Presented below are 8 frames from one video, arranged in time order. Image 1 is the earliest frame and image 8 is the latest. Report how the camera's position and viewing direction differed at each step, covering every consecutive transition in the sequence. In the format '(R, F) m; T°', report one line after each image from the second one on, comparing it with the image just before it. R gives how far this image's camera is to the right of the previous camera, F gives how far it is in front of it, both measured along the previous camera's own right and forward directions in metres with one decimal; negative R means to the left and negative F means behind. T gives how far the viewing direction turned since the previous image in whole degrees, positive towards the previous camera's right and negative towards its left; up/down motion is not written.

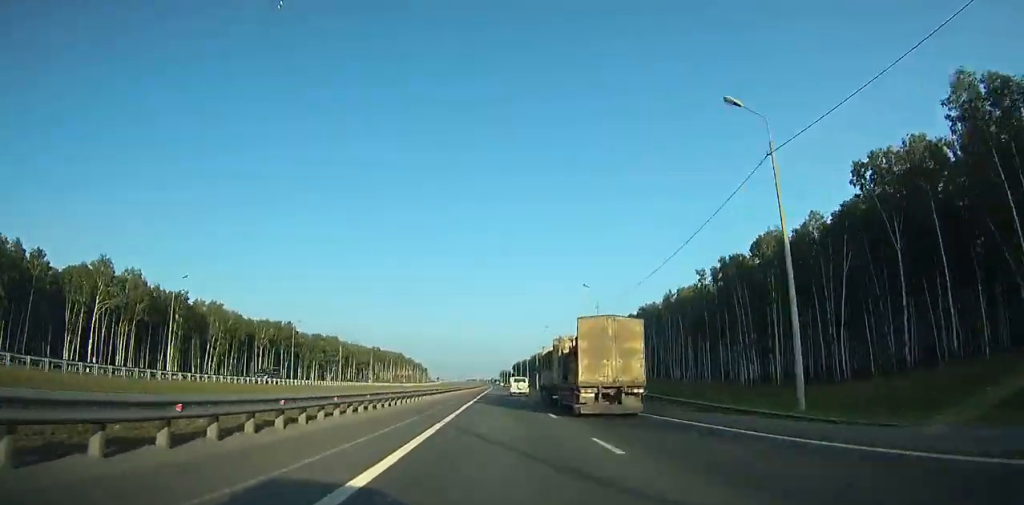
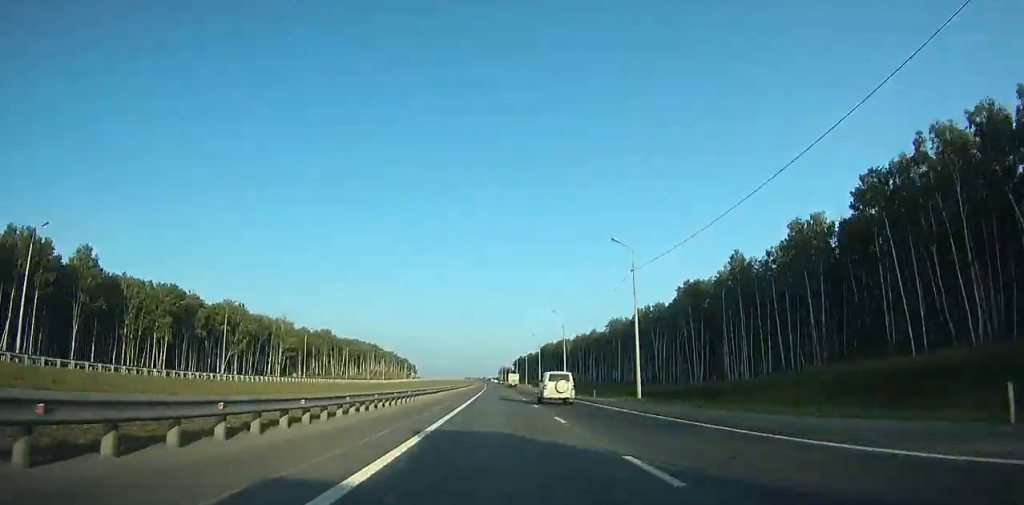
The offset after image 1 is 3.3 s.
(+0.2, +109.5) m; 0°
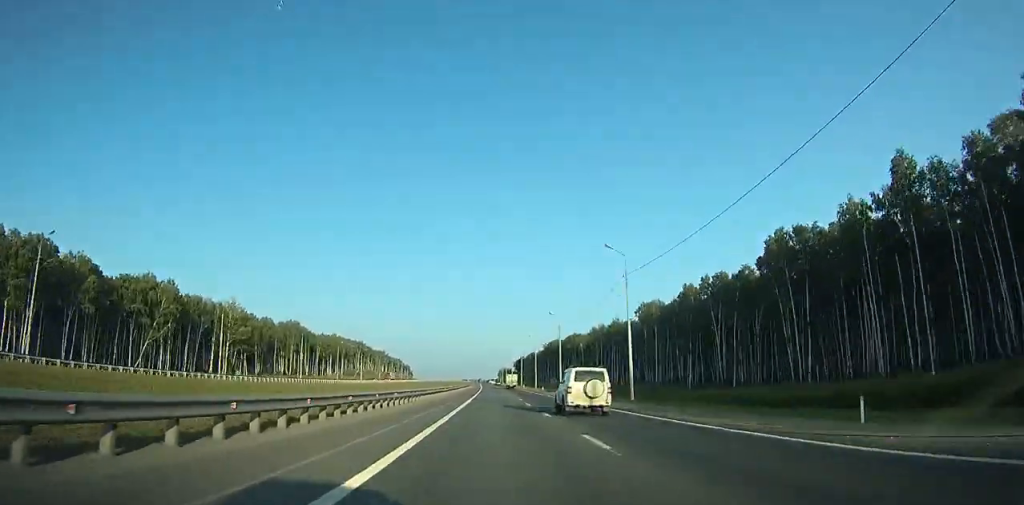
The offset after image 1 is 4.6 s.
(0.0, +45.3) m; 0°
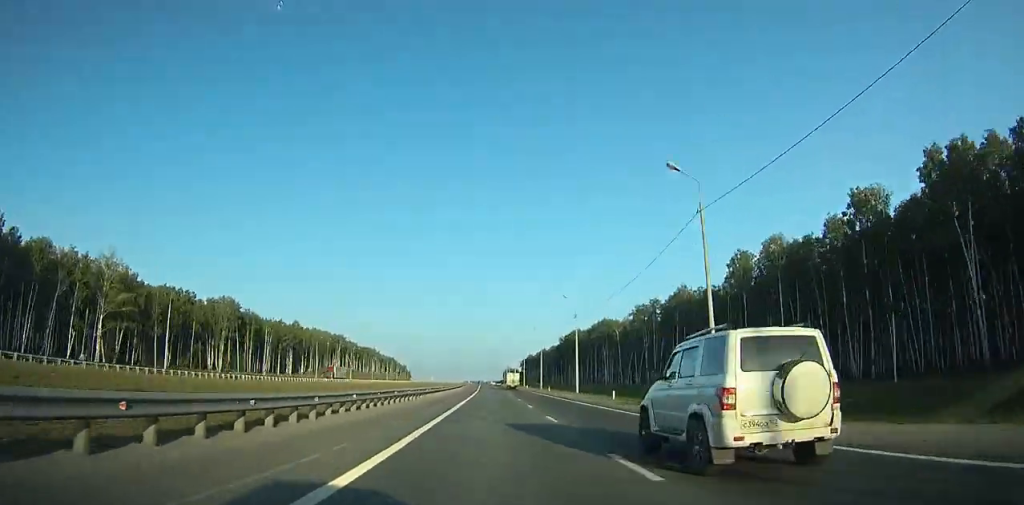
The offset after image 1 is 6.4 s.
(+0.1, +62.5) m; 0°
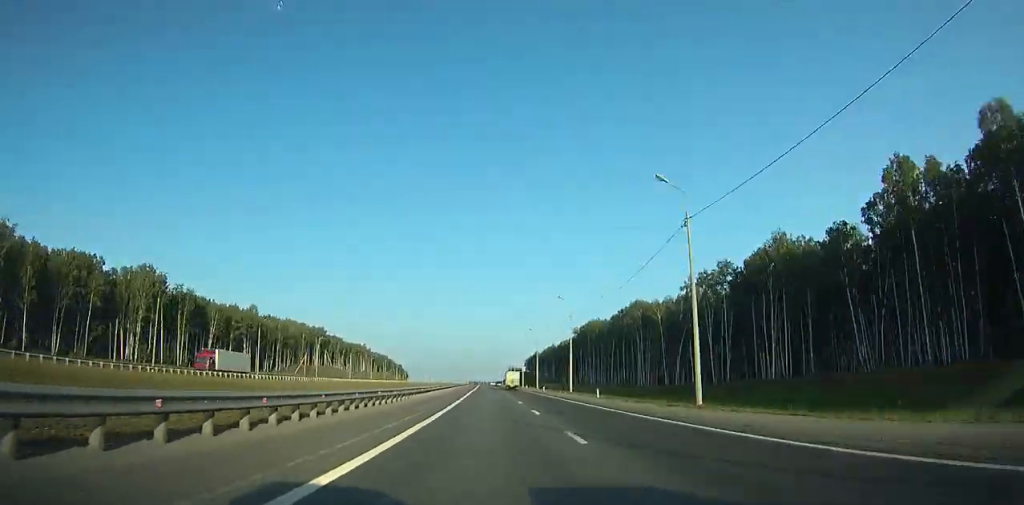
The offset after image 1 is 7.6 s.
(-0.2, +41.4) m; 0°
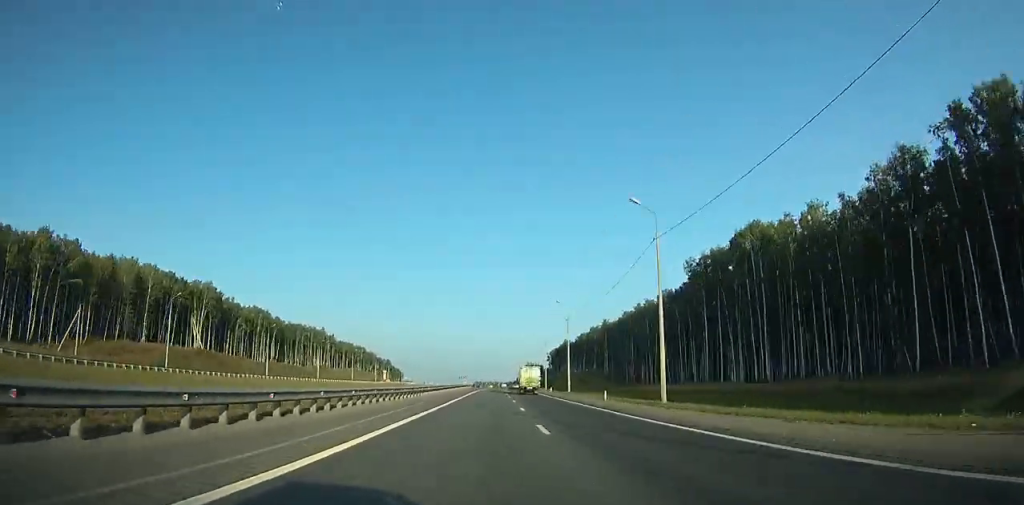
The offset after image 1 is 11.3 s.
(+0.7, +129.0) m; 0°
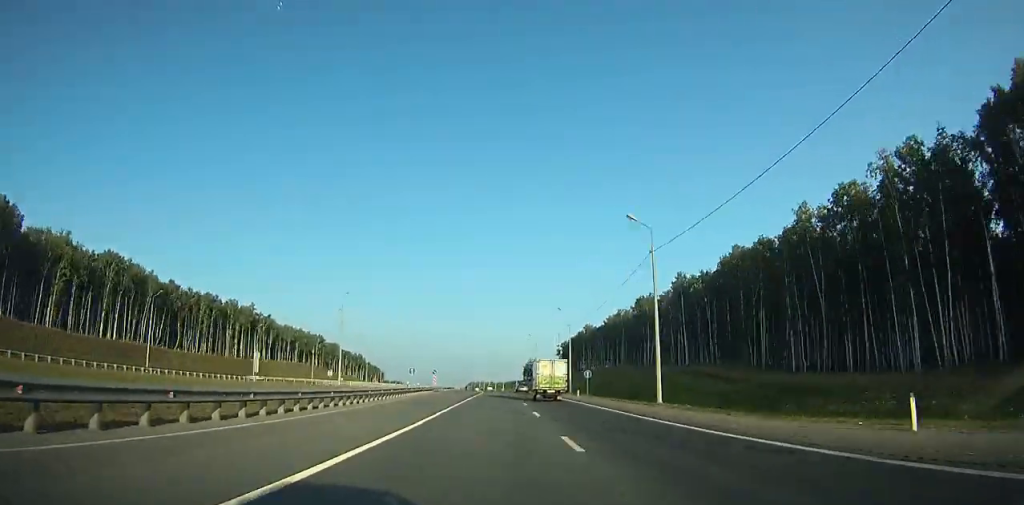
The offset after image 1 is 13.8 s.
(-0.8, +87.7) m; -2°
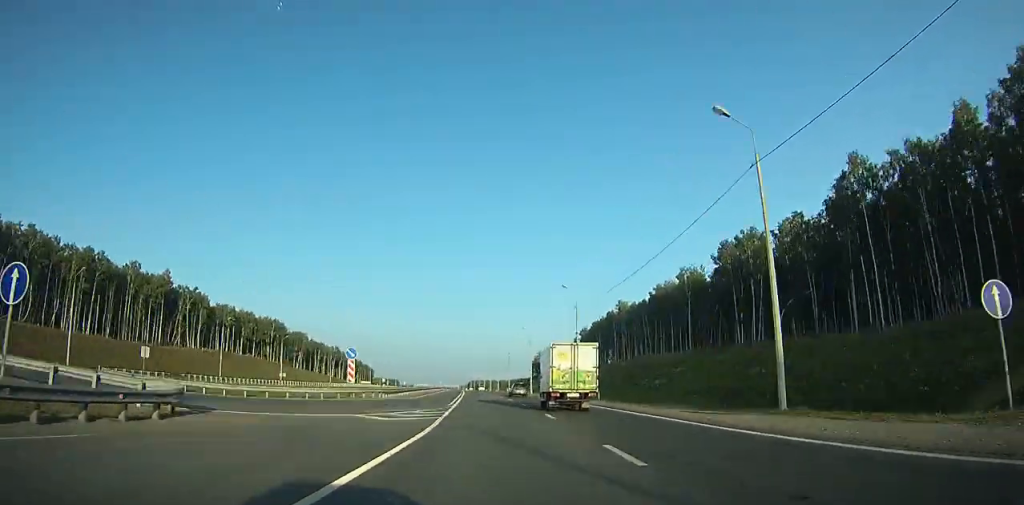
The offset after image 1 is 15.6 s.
(-0.6, +61.4) m; -2°
